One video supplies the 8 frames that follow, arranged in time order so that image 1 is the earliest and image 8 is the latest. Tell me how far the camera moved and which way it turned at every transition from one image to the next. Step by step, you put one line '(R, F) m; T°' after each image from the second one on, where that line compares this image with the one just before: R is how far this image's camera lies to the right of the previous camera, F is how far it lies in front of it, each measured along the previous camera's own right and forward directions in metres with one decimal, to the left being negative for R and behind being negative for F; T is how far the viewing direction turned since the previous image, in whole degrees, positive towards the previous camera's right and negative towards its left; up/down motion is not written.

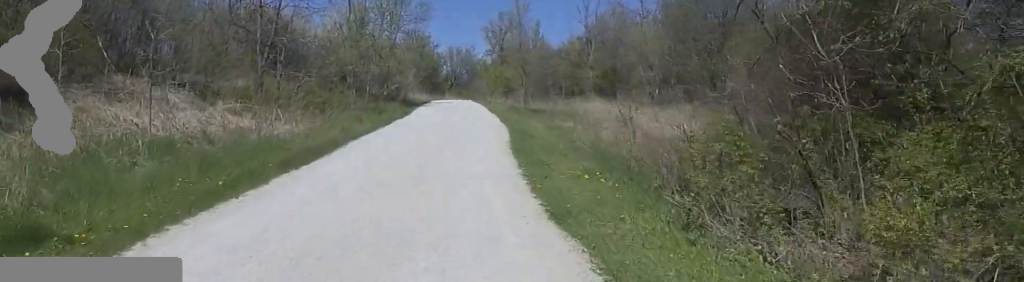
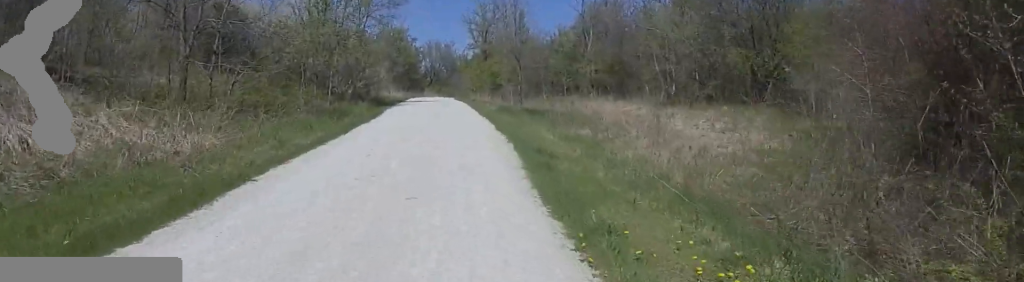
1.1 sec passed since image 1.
(-0.7, +7.8) m; -11°
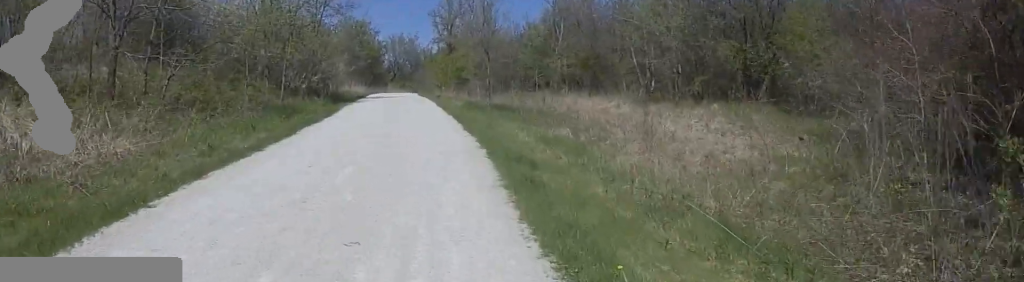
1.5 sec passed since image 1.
(0.0, +3.4) m; -3°
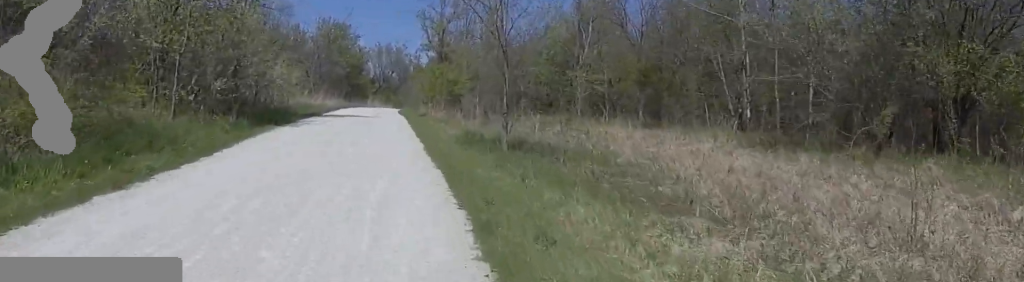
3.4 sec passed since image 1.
(+2.1, +16.6) m; +26°
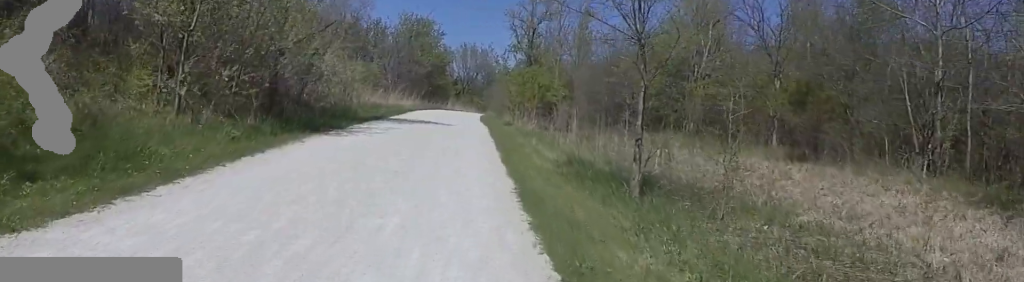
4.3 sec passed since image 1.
(+0.9, +7.3) m; +5°
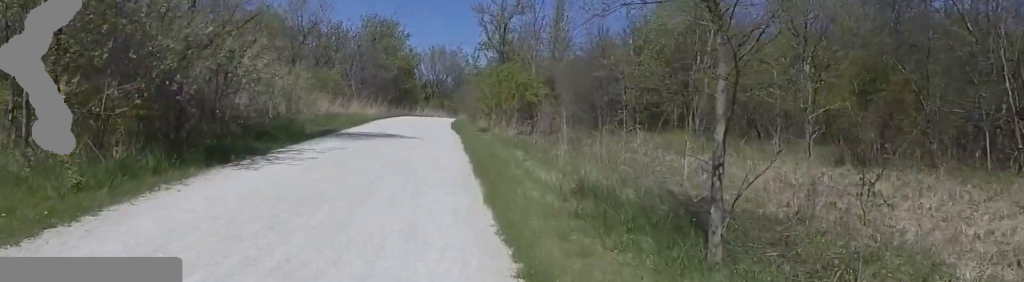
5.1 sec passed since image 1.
(-0.1, +5.4) m; +1°
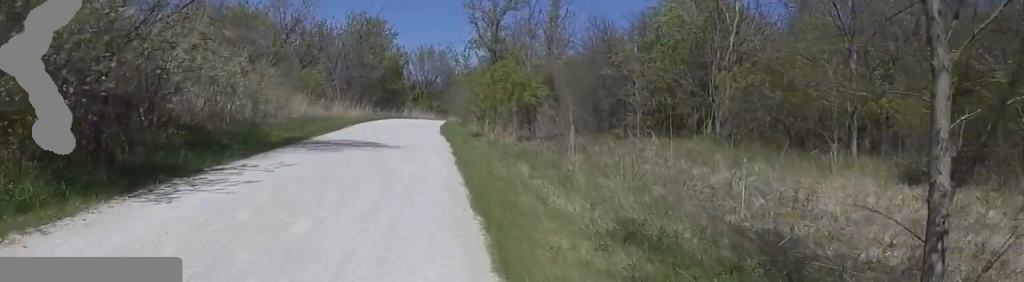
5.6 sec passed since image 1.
(-0.1, +3.7) m; +2°
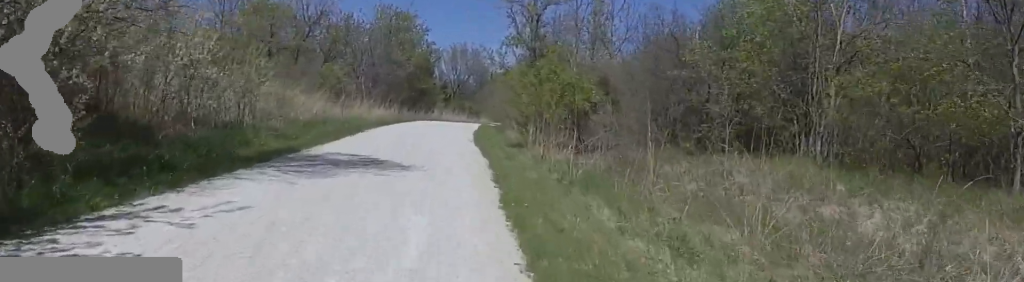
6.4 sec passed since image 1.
(+0.1, +5.4) m; +8°
